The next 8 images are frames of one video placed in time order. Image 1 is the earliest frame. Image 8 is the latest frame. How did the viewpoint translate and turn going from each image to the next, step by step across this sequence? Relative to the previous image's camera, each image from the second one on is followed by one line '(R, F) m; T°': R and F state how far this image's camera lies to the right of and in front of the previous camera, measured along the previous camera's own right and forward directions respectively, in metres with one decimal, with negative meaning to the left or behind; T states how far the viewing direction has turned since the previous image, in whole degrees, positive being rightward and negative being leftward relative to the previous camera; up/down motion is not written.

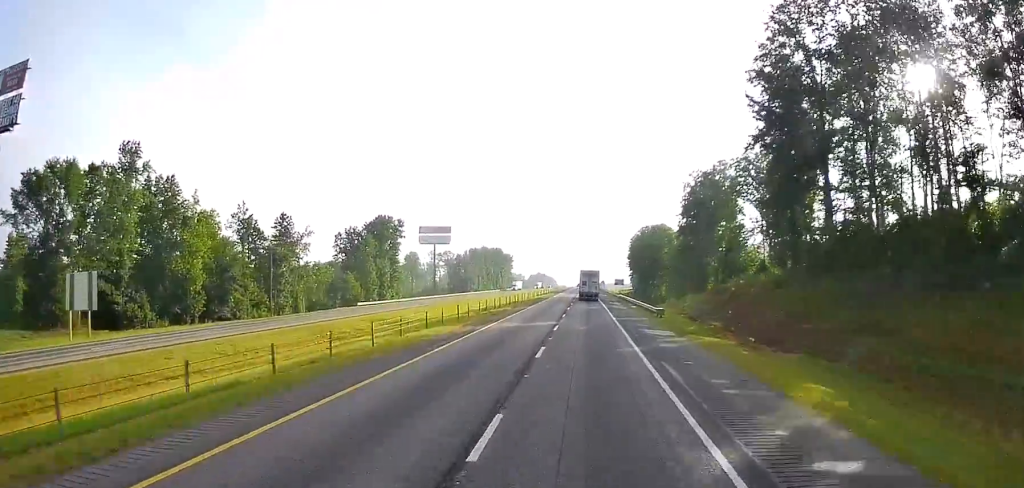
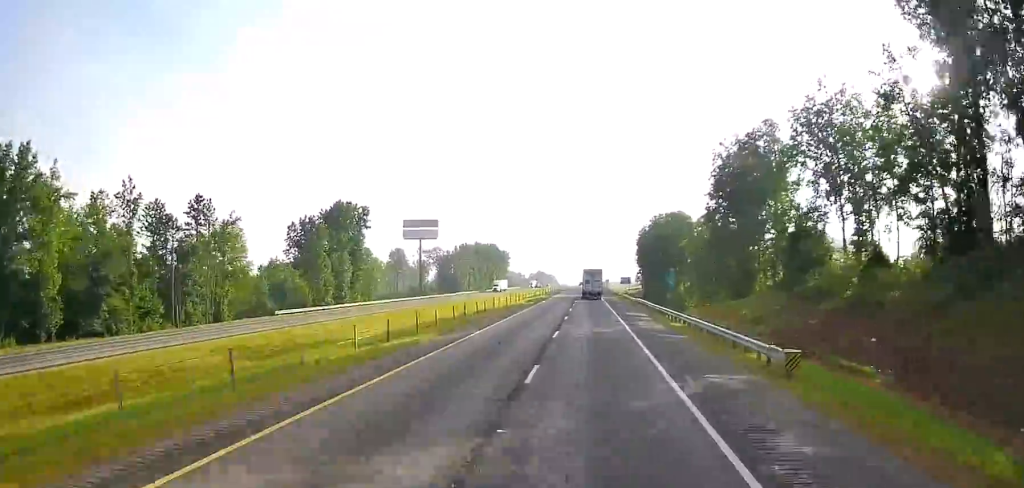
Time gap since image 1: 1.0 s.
(-0.9, +29.9) m; 0°
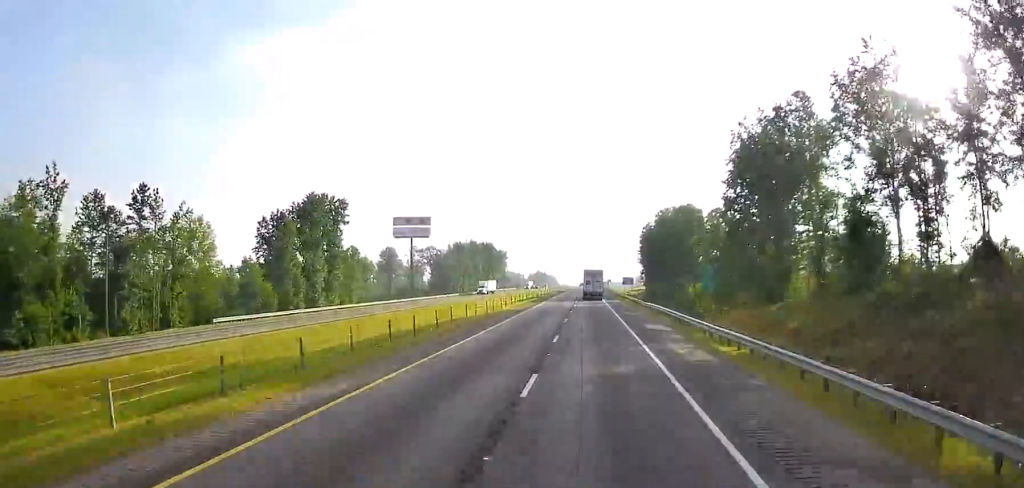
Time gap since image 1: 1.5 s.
(+0.5, +13.9) m; +1°
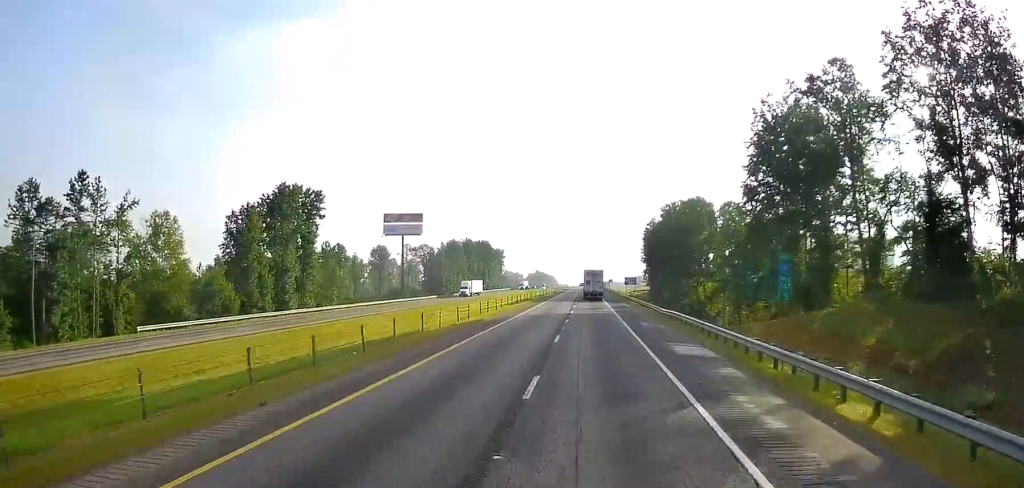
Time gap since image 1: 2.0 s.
(+0.3, +12.5) m; +1°
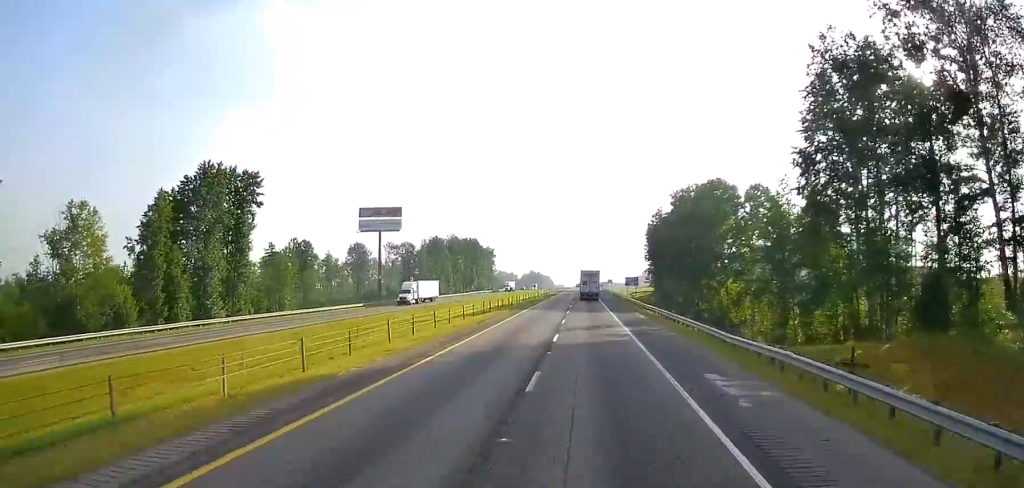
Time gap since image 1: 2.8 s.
(-0.2, +23.5) m; -1°
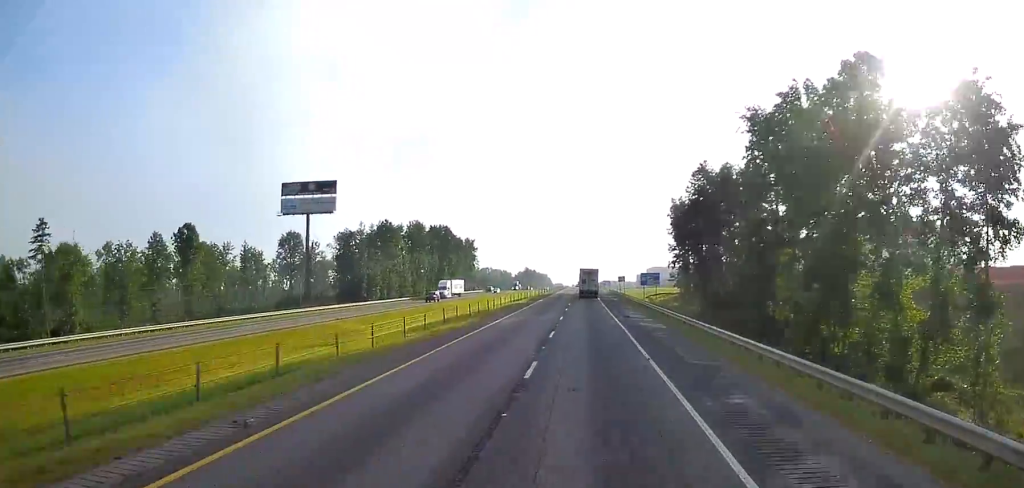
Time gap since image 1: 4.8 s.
(-0.2, +59.6) m; +1°
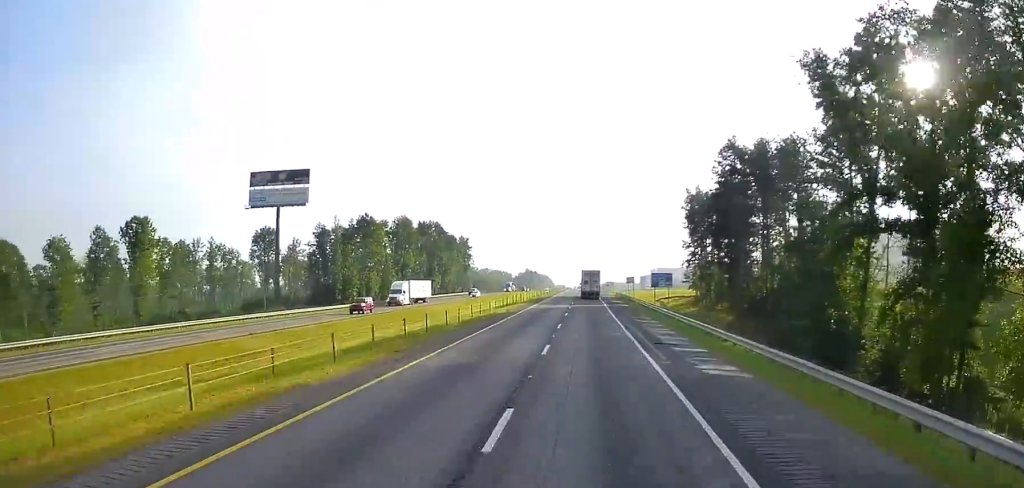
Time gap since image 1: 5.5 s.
(+0.2, +18.3) m; 0°
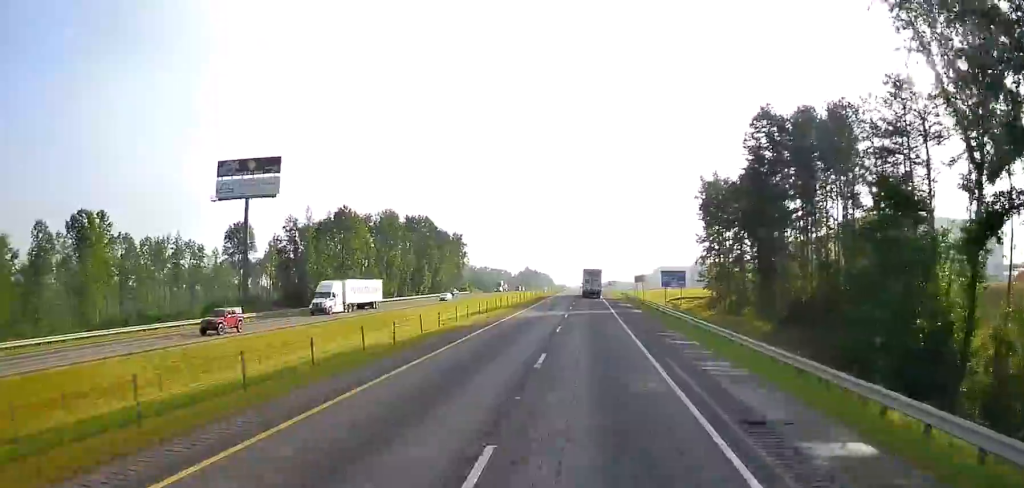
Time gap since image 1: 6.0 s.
(+0.1, +15.4) m; 0°
